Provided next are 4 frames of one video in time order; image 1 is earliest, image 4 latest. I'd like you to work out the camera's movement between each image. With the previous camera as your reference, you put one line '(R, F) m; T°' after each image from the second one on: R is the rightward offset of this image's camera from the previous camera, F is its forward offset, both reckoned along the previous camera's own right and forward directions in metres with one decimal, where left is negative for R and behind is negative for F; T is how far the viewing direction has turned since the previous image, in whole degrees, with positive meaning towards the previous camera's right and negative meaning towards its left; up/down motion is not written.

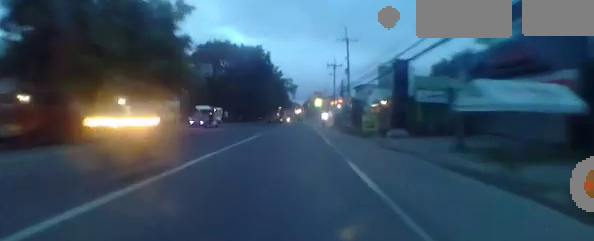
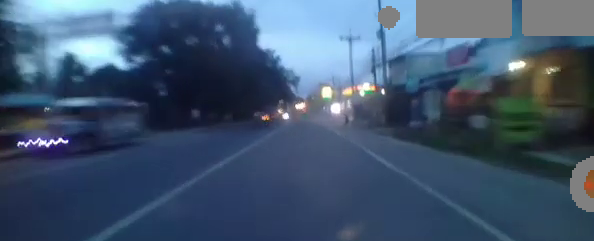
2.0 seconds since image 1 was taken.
(+0.8, +18.5) m; +2°
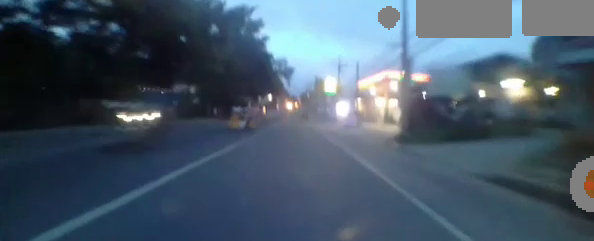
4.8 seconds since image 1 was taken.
(-0.5, +27.3) m; -1°
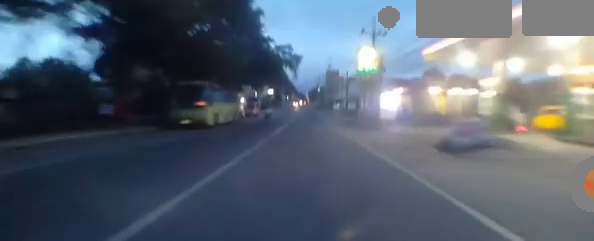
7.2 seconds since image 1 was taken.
(+0.2, +24.8) m; -1°
